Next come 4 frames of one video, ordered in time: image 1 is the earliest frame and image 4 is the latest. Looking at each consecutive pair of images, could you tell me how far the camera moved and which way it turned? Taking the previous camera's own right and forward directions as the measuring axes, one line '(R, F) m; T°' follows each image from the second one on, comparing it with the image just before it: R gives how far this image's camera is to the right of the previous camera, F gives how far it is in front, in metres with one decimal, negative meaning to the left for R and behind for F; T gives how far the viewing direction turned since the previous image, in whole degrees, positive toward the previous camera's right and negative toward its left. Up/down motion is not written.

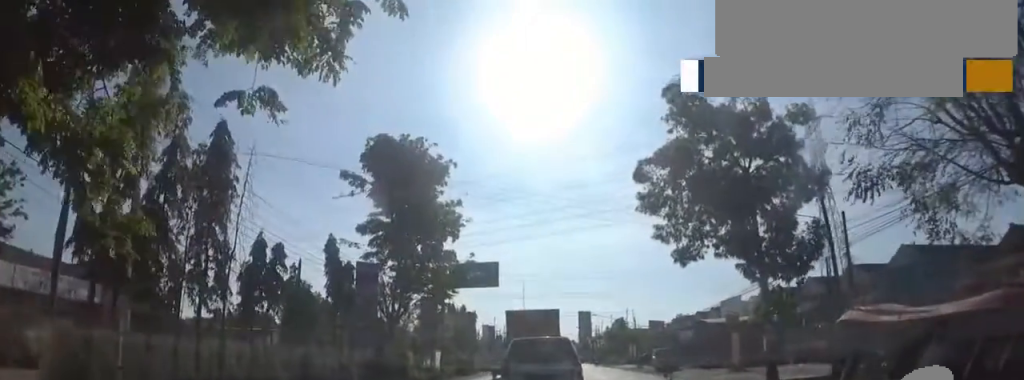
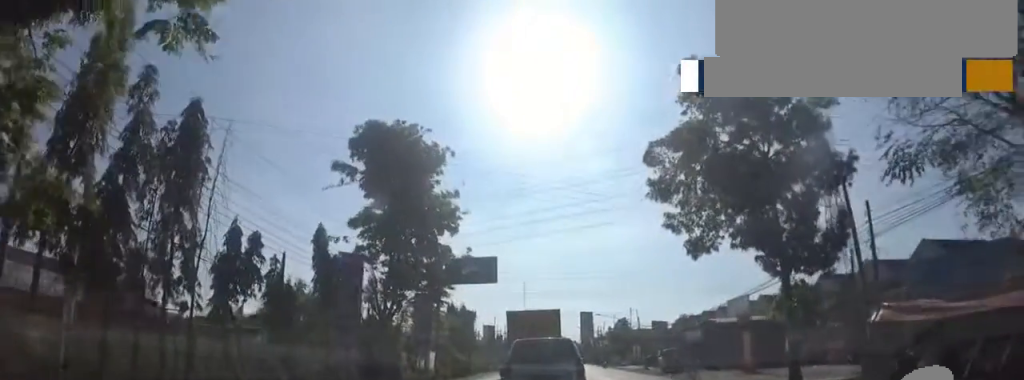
(+0.5, +1.6) m; 0°
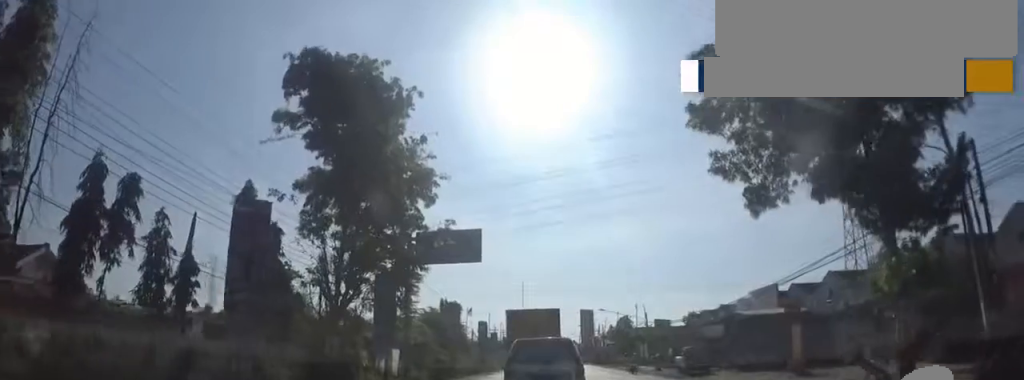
(-0.6, +5.6) m; -5°
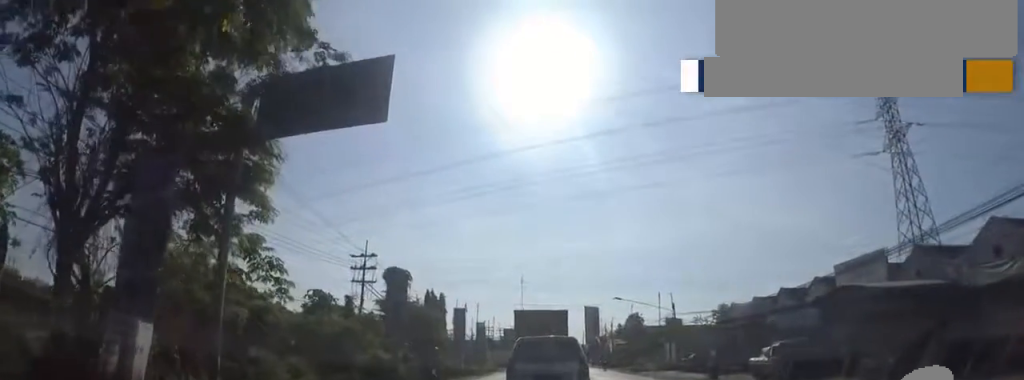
(-1.5, +12.4) m; +2°
